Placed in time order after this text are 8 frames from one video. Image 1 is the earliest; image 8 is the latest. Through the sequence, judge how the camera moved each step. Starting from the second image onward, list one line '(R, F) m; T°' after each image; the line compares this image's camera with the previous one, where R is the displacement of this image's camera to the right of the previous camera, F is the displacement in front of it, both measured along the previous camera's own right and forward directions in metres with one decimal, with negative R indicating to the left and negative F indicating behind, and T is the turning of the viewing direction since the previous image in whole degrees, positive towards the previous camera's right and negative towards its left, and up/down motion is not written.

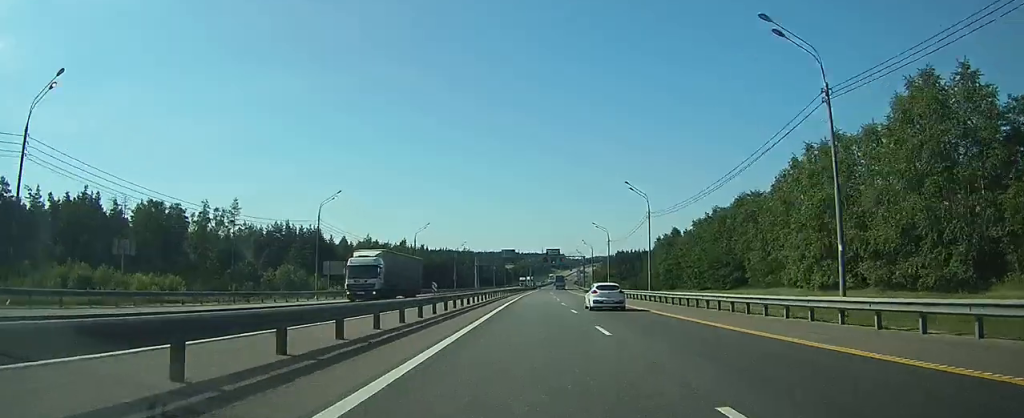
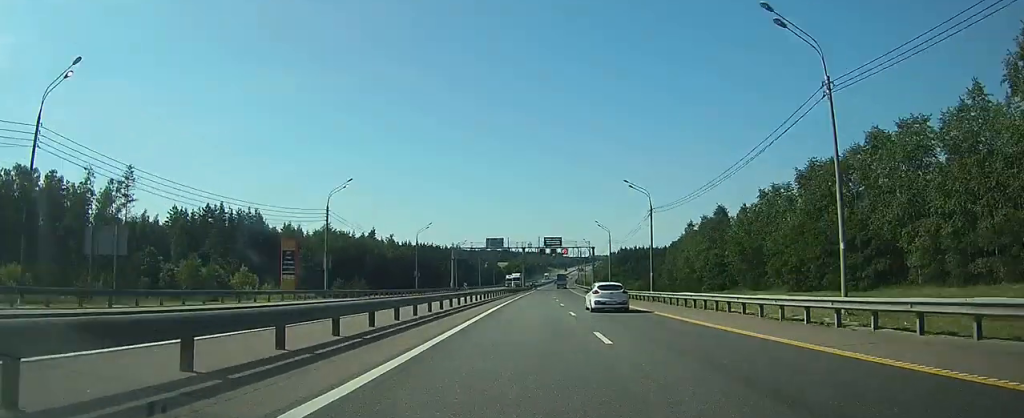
(-0.2, +36.2) m; +1°
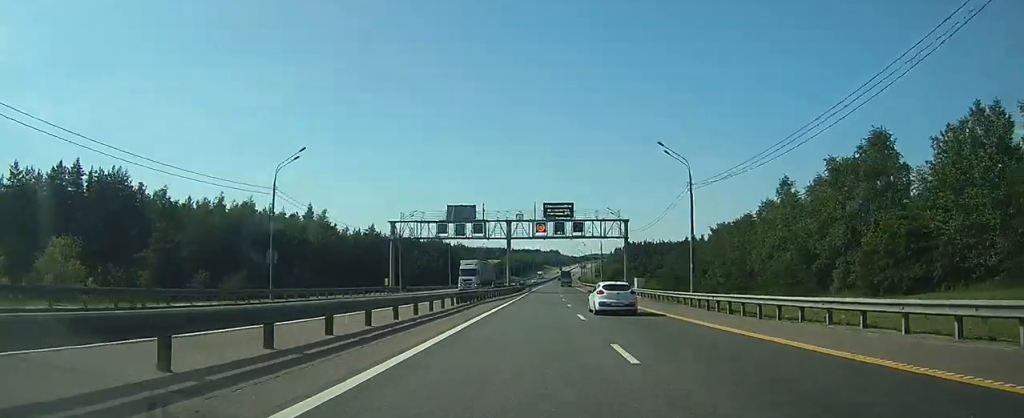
(+0.8, +48.9) m; +1°
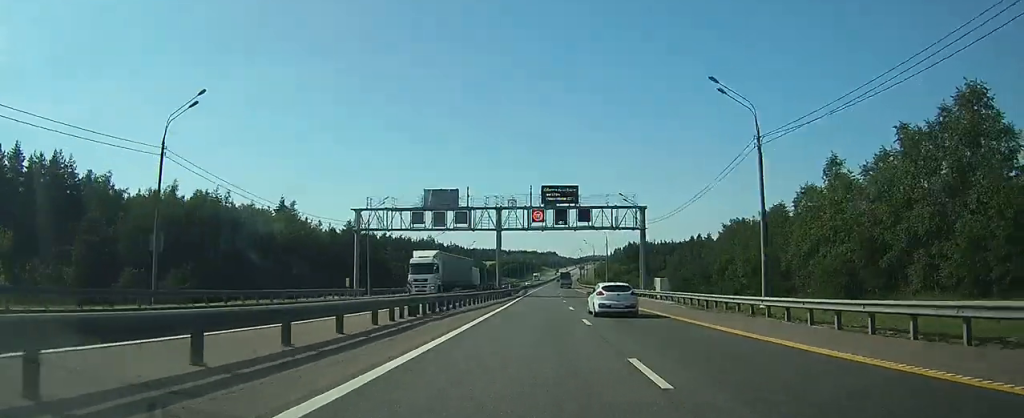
(0.0, +13.8) m; 0°
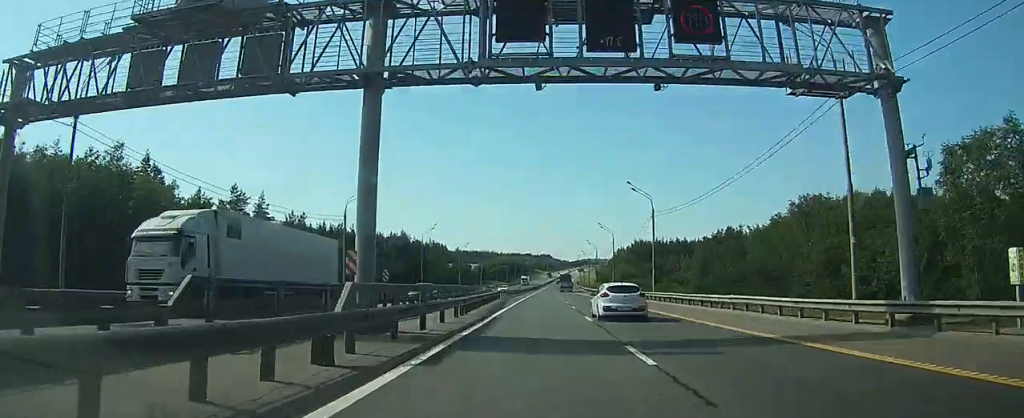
(0.0, +45.4) m; 0°
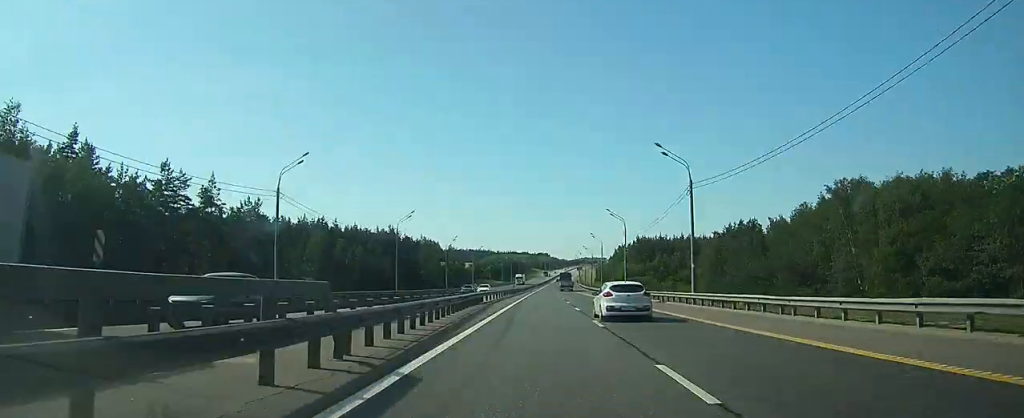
(0.0, +15.3) m; 0°
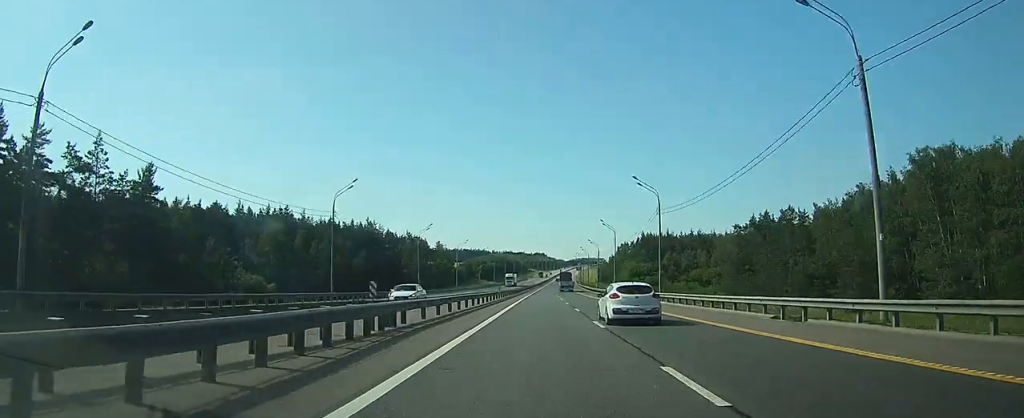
(+0.1, +24.1) m; 0°
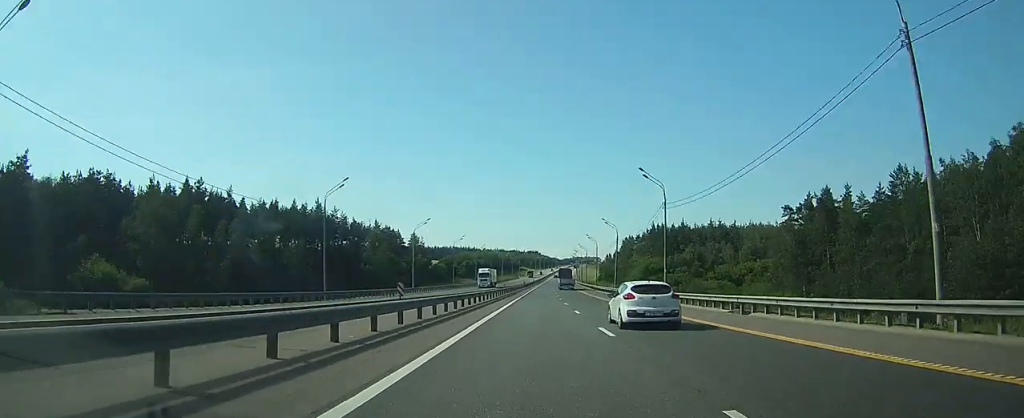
(0.0, +39.6) m; +1°
